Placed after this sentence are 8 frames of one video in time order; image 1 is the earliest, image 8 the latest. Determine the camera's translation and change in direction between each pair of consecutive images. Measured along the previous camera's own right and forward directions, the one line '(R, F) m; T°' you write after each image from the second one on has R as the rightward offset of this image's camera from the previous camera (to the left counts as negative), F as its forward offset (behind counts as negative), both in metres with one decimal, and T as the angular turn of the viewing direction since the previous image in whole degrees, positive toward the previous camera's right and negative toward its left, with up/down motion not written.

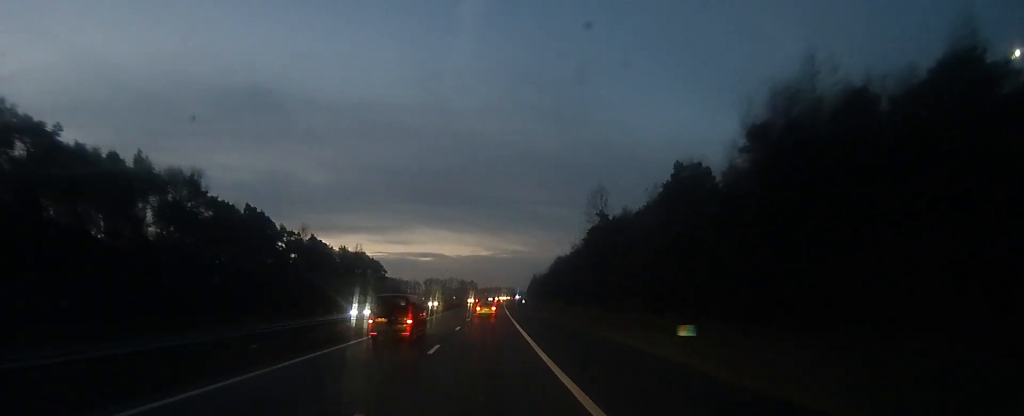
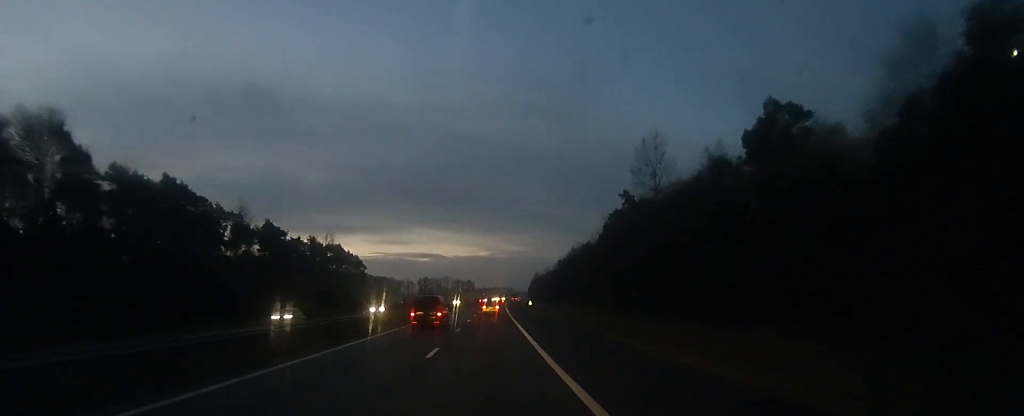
(+1.2, +25.3) m; 0°
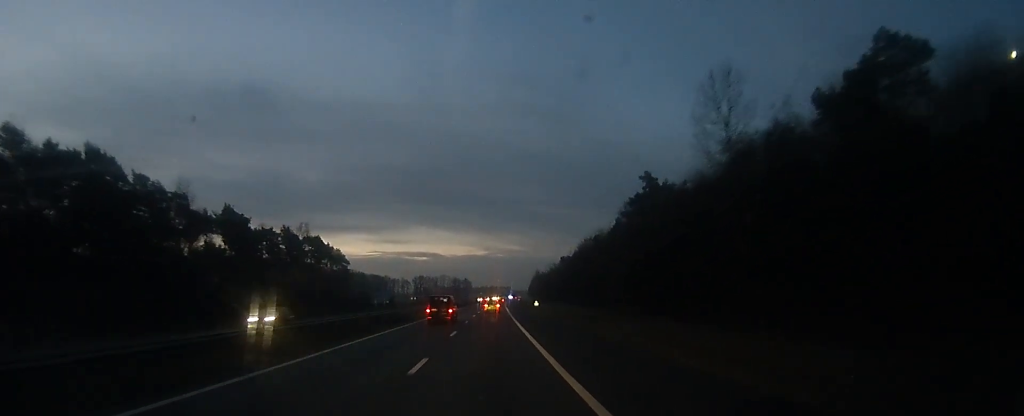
(-0.5, +15.5) m; 0°
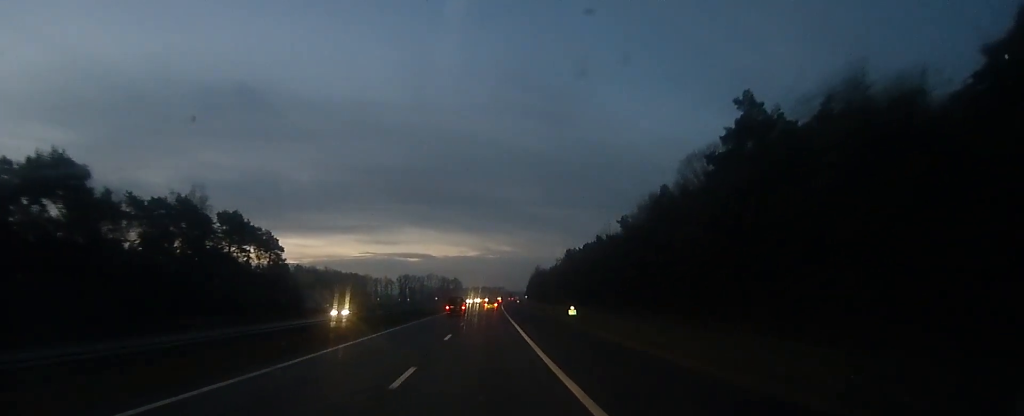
(0.0, +37.4) m; +1°
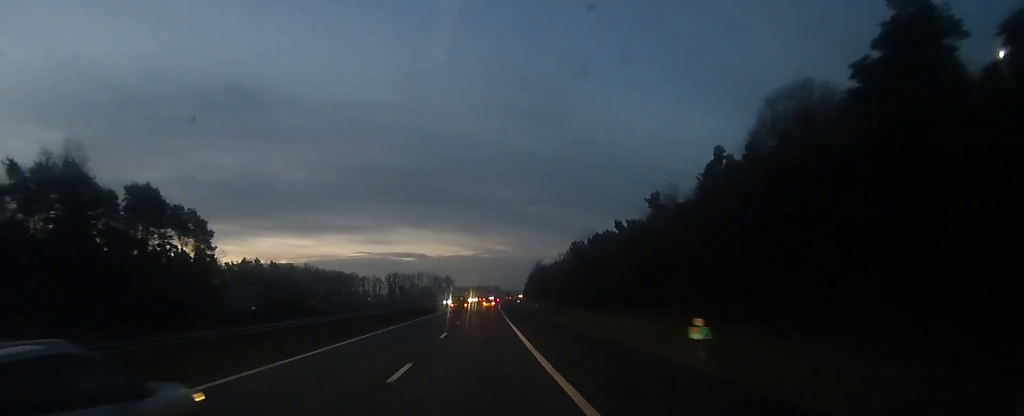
(+0.1, +23.3) m; +1°
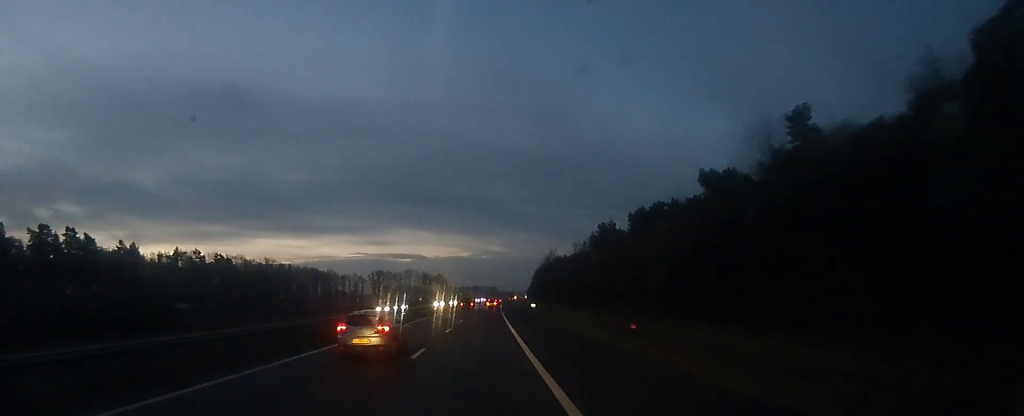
(+0.4, +43.4) m; 0°
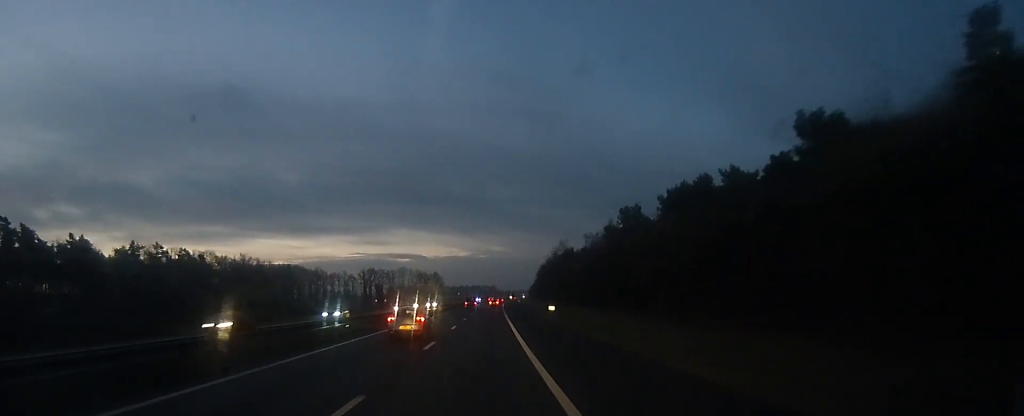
(-0.2, +21.1) m; 0°
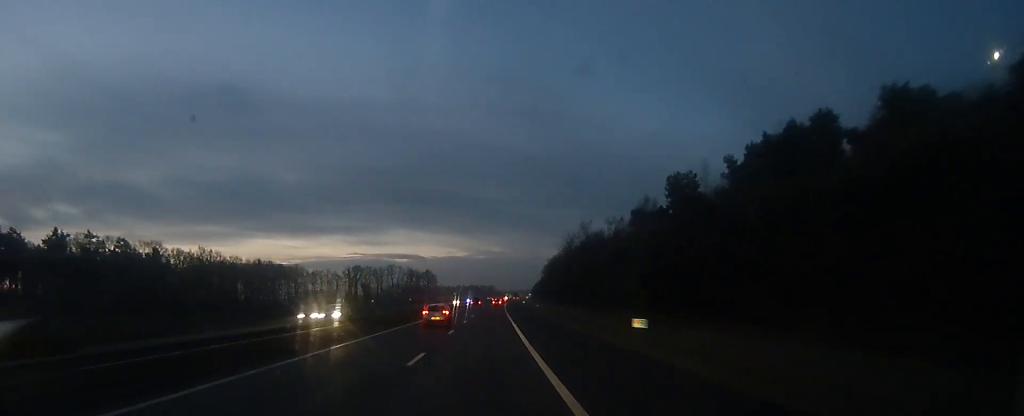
(+0.3, +28.5) m; 0°
